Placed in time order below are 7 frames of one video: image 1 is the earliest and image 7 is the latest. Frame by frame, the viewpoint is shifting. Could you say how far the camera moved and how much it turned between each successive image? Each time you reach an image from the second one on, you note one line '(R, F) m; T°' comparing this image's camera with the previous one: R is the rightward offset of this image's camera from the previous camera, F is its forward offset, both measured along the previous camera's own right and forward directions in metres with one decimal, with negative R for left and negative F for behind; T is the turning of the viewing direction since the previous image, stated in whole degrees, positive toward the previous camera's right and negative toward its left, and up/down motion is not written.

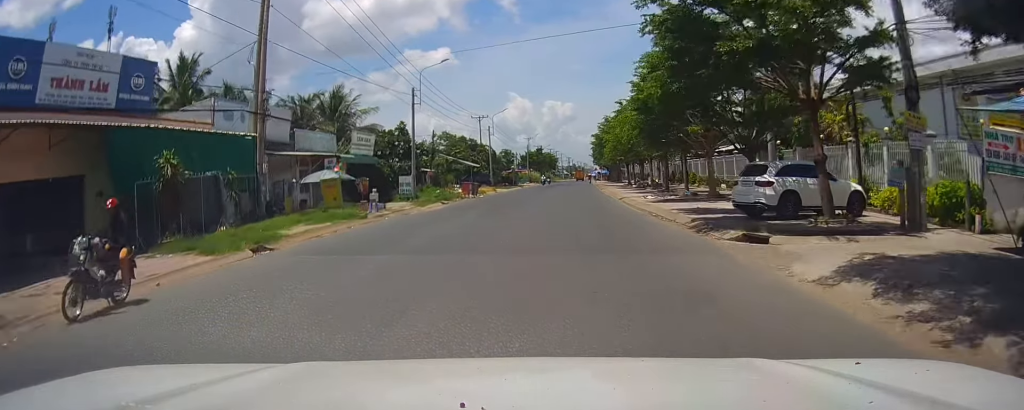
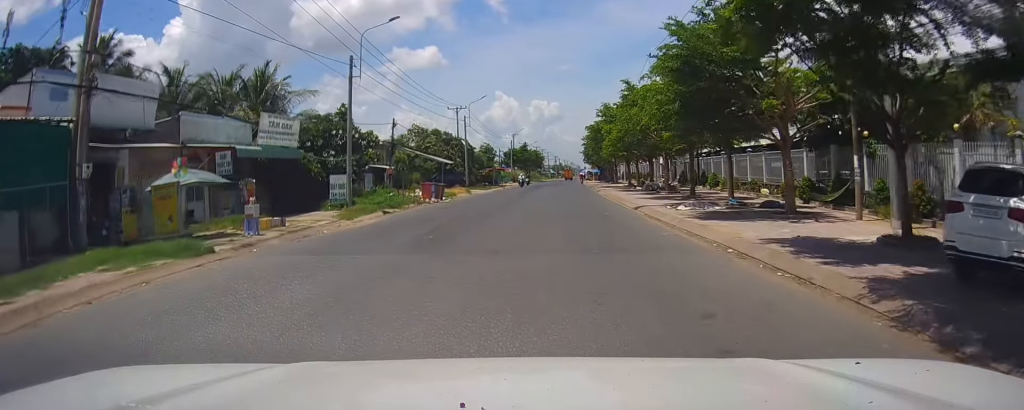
(0.0, +11.5) m; -1°
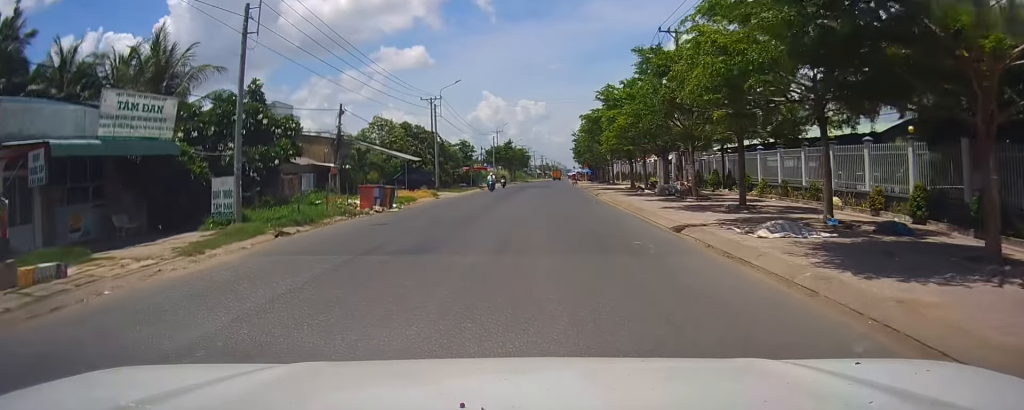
(-0.1, +10.7) m; 0°
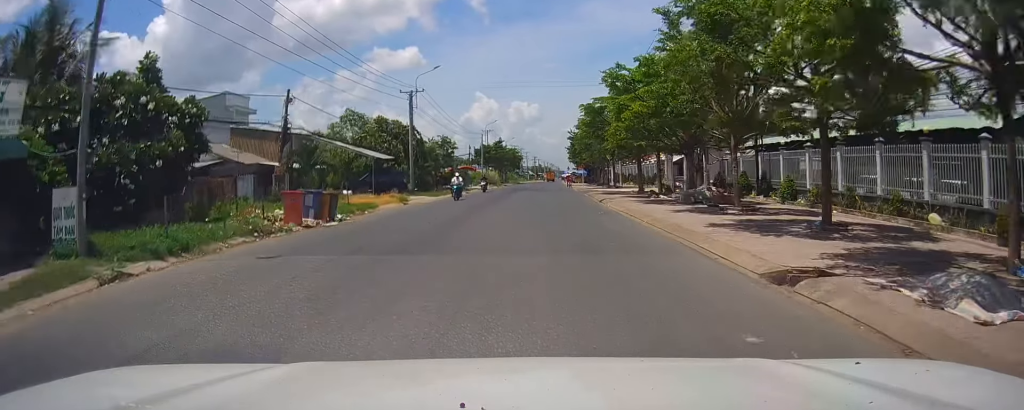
(-0.1, +7.4) m; +2°
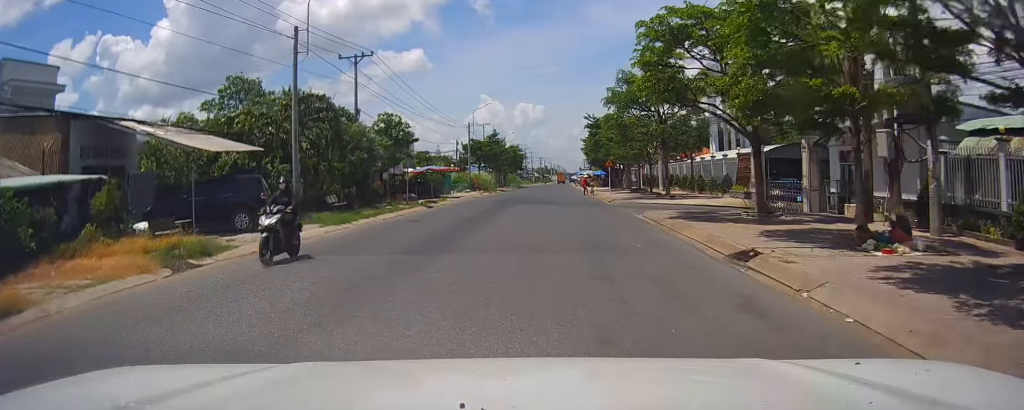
(+0.6, +24.9) m; +2°
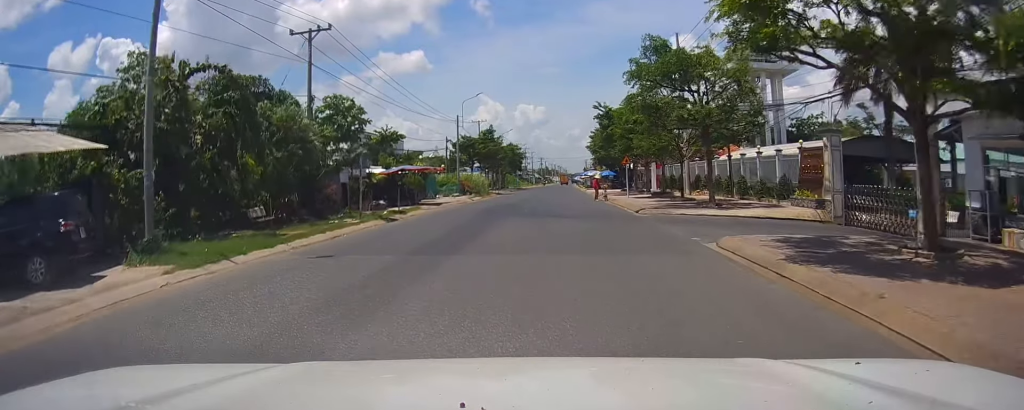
(0.0, +10.1) m; +1°
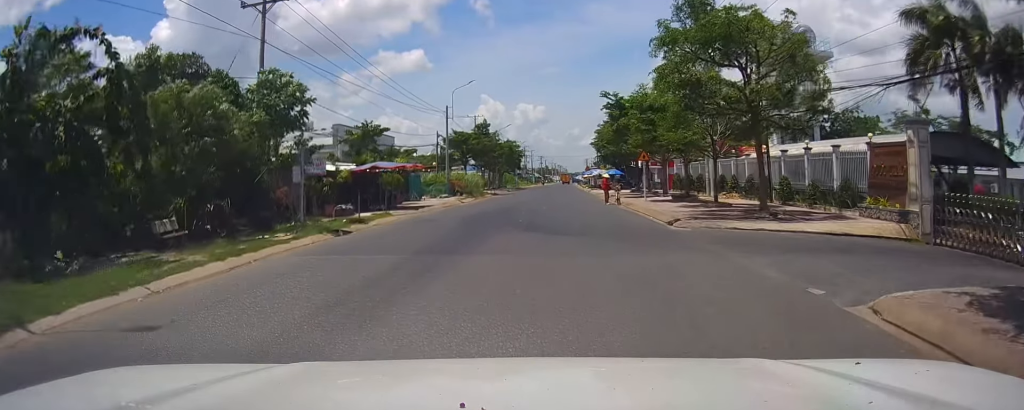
(0.0, +6.6) m; +1°
